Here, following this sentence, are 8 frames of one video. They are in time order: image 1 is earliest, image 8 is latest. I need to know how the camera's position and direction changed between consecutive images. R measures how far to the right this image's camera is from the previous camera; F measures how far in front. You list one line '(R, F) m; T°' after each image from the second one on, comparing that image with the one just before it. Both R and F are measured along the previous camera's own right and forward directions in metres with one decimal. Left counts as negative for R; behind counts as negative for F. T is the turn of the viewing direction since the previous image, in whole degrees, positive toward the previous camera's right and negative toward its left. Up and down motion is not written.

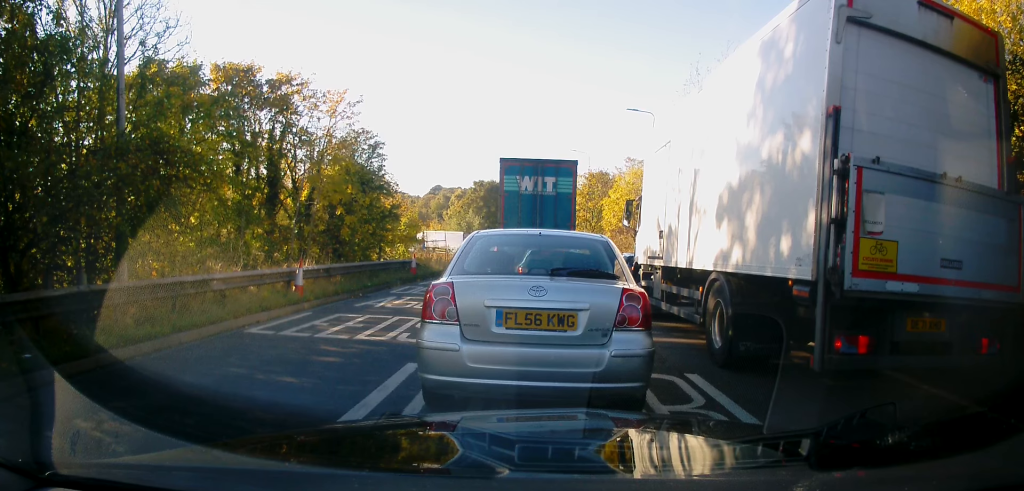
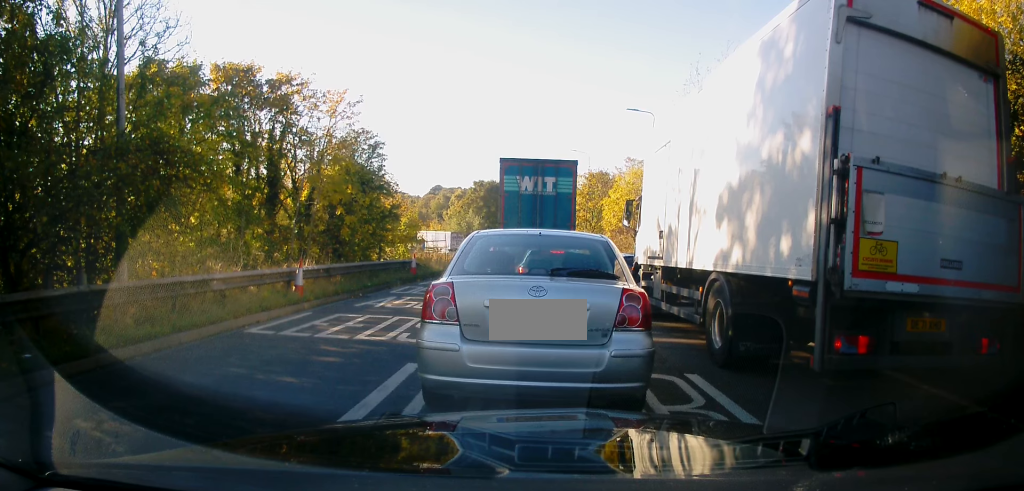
(0.0, 0.0) m; 0°
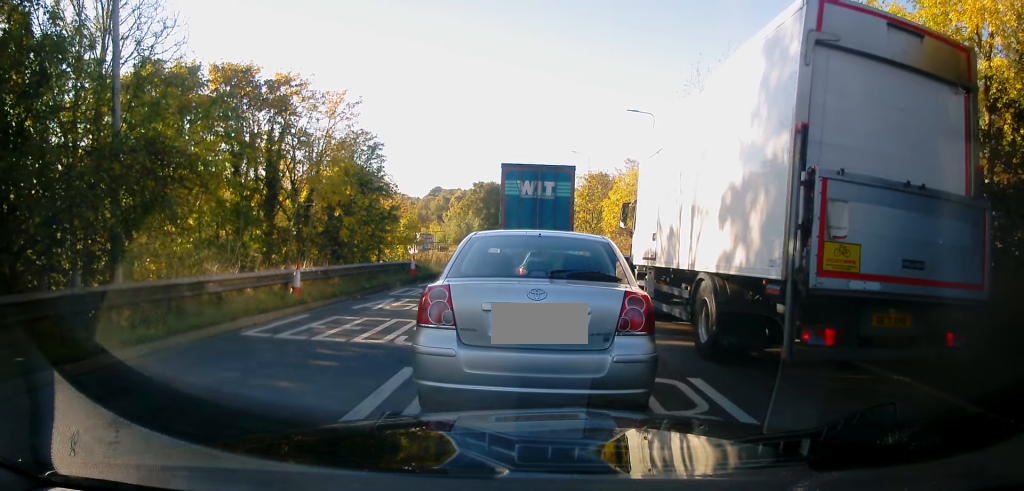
(0.0, +0.1) m; 0°
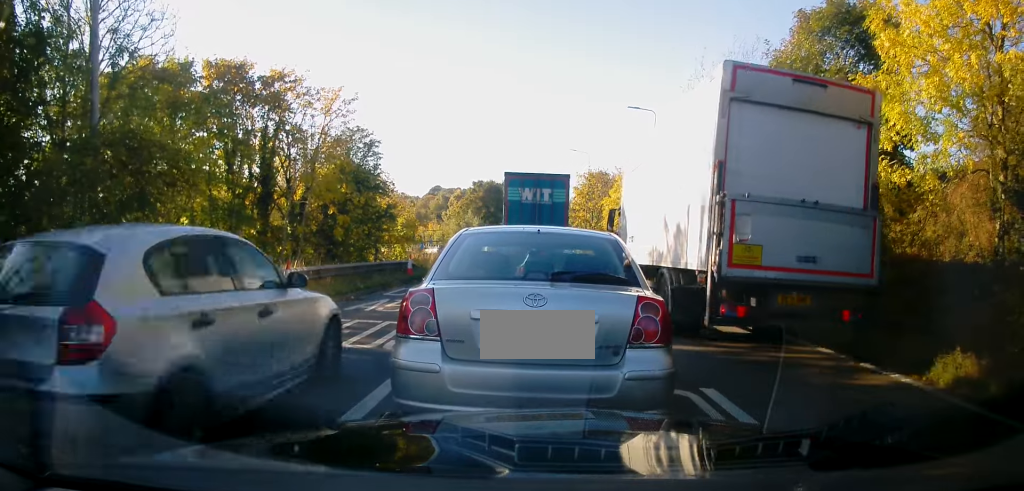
(0.0, 0.0) m; 0°
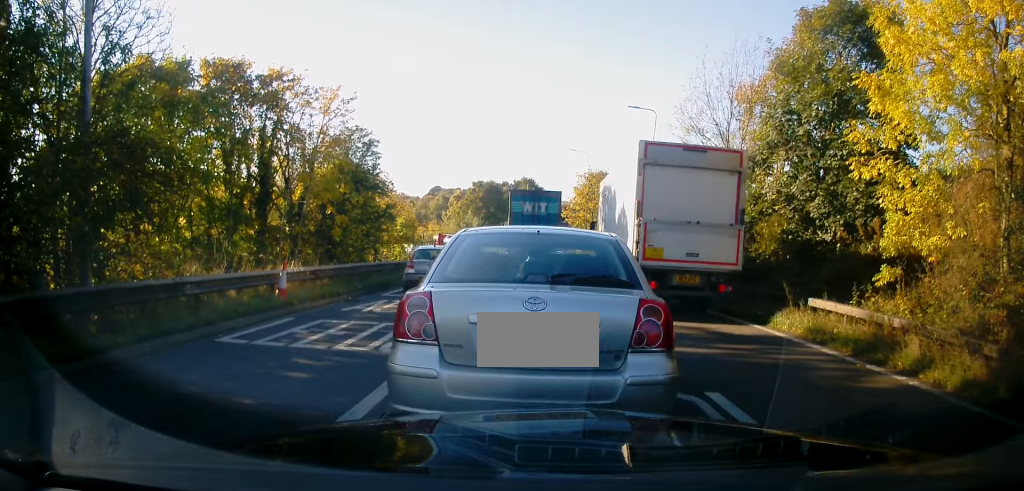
(-0.1, +0.4) m; 0°
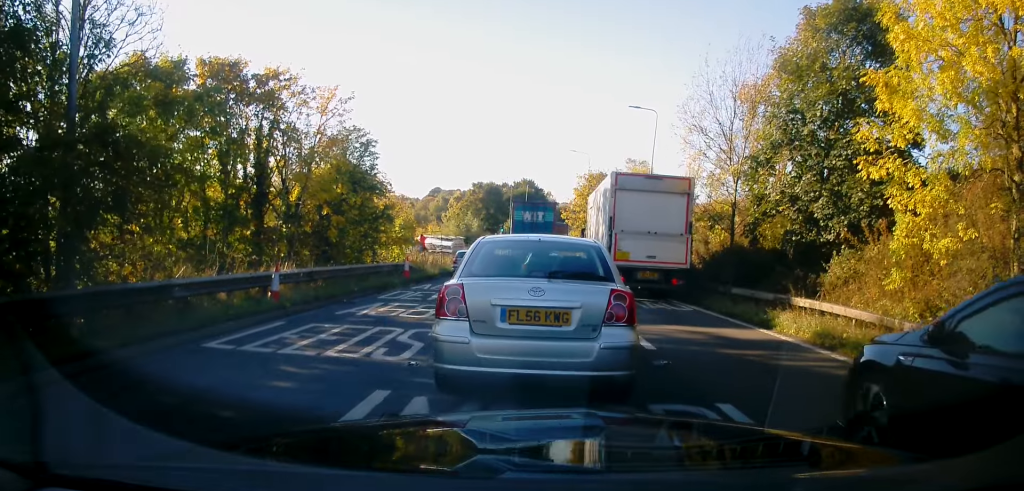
(-0.3, +1.1) m; 0°
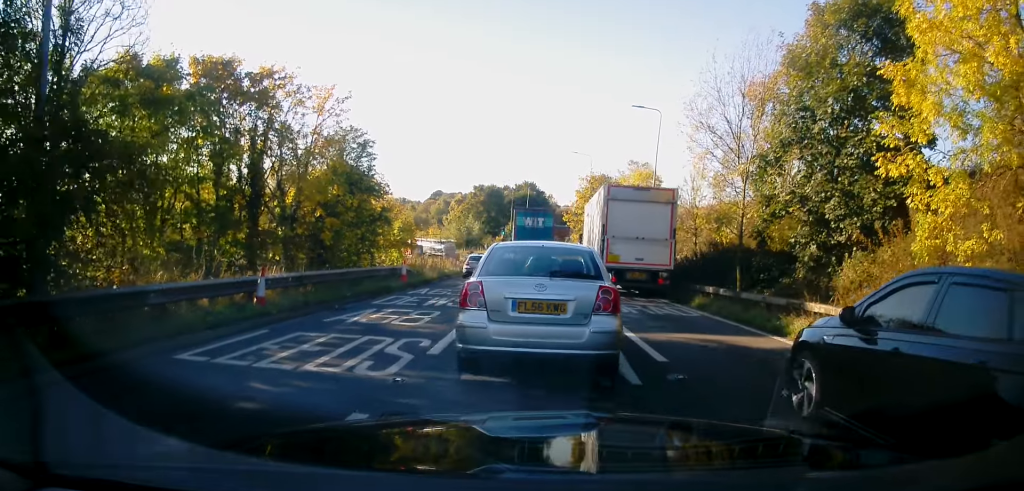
(0.0, +1.1) m; +1°
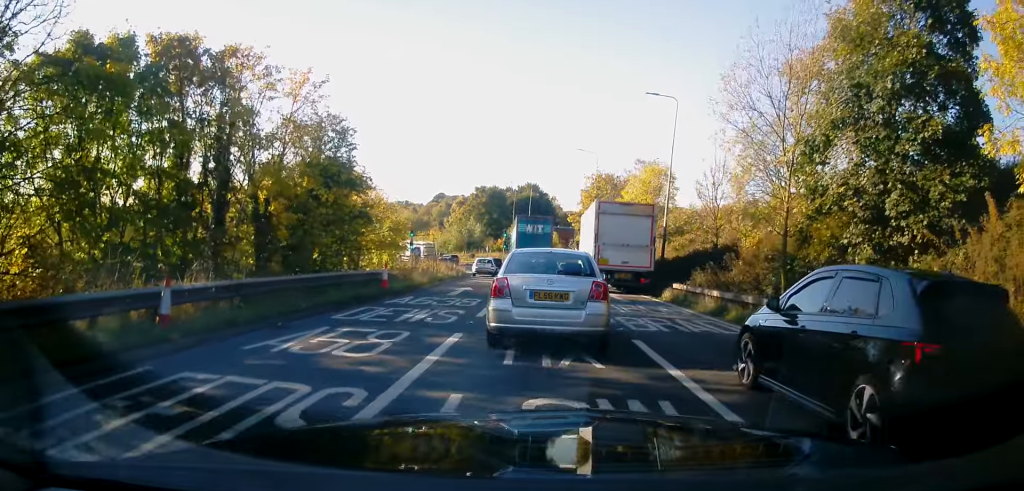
(+0.2, +4.1) m; 0°
